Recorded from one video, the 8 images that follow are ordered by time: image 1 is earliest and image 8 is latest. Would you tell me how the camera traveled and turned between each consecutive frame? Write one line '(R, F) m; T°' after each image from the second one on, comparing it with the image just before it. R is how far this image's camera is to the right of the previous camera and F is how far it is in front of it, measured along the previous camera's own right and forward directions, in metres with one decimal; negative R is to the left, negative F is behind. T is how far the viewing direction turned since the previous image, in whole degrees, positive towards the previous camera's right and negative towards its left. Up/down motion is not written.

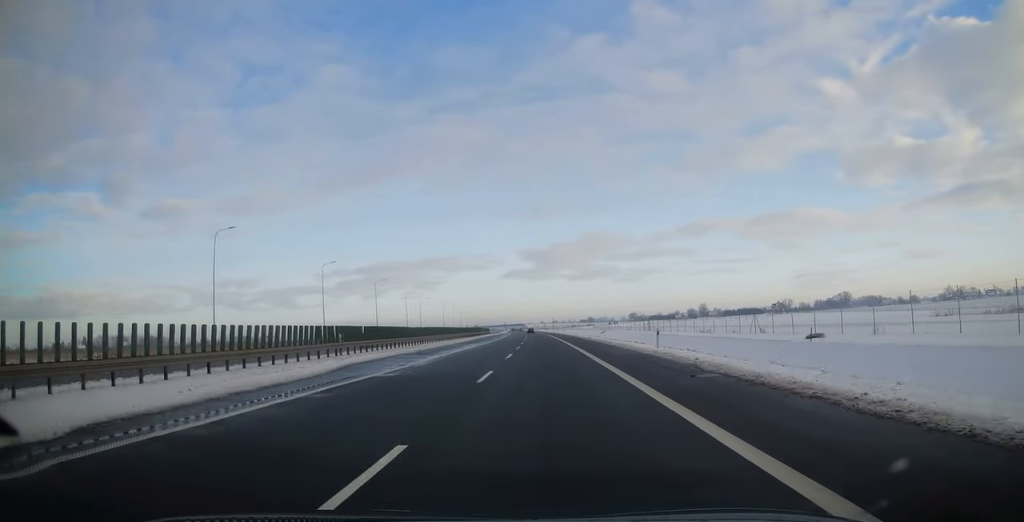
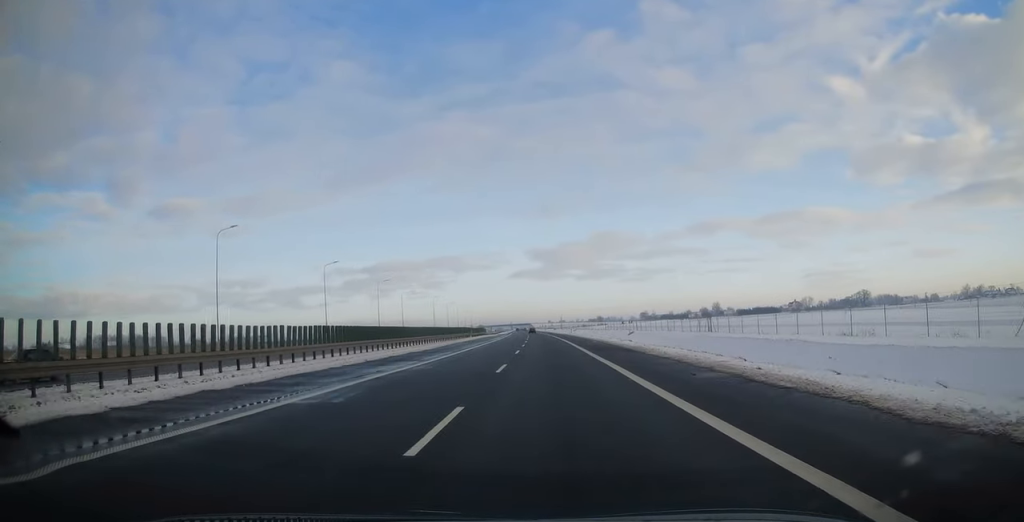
(-0.1, +32.3) m; 0°
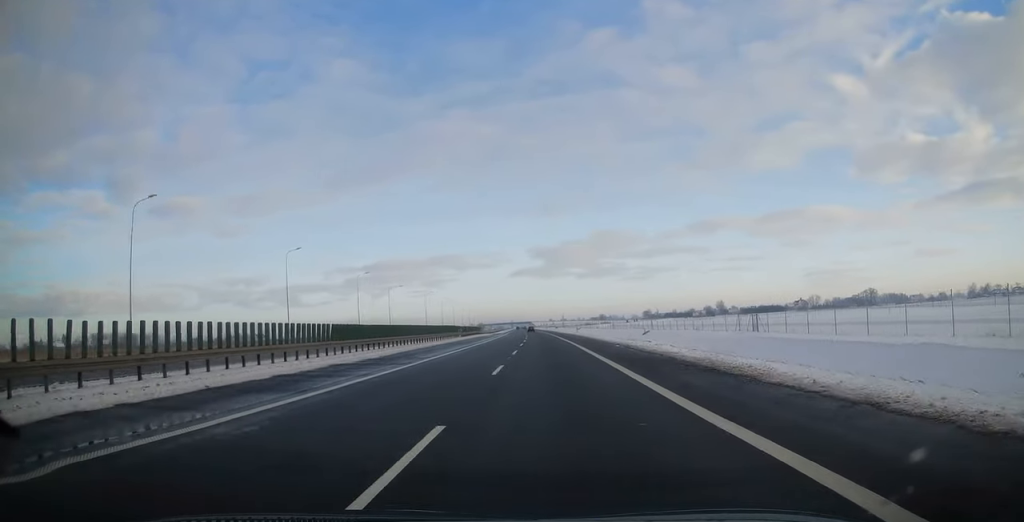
(0.0, +14.2) m; 0°
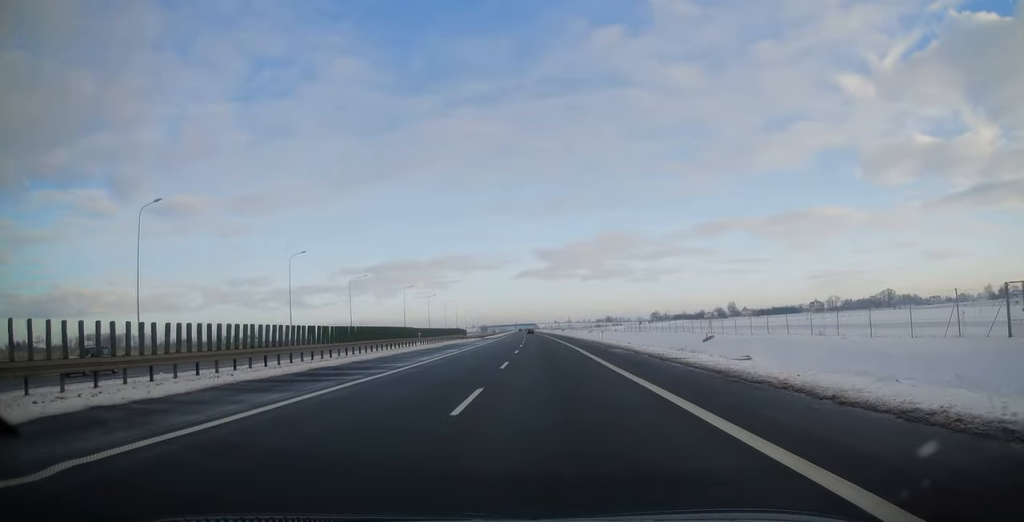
(-0.1, +31.3) m; -1°
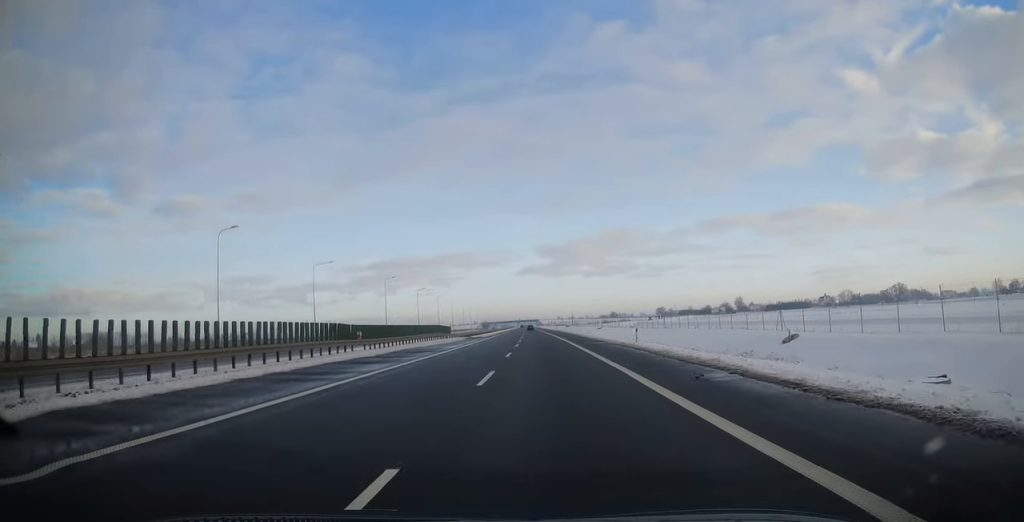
(-0.1, +18.8) m; 0°
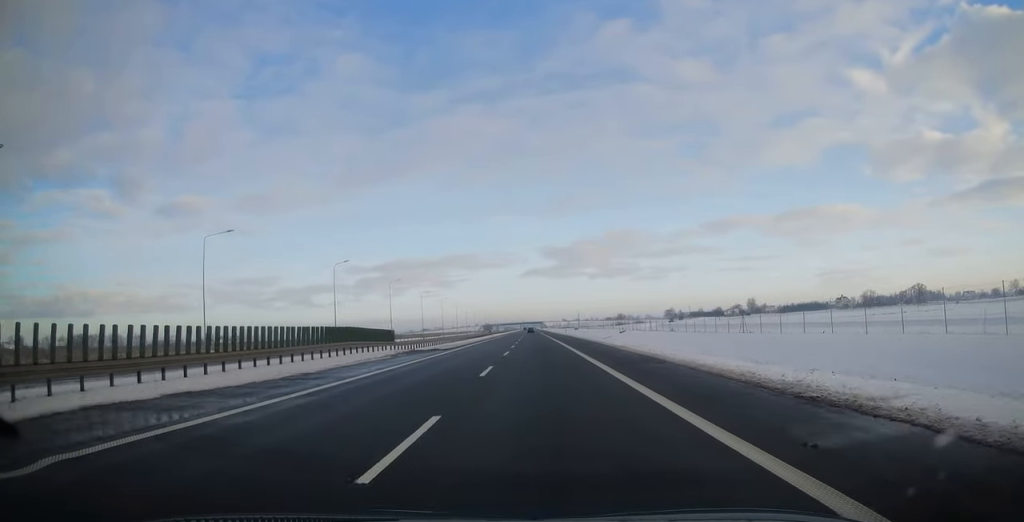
(-0.1, +32.2) m; 0°
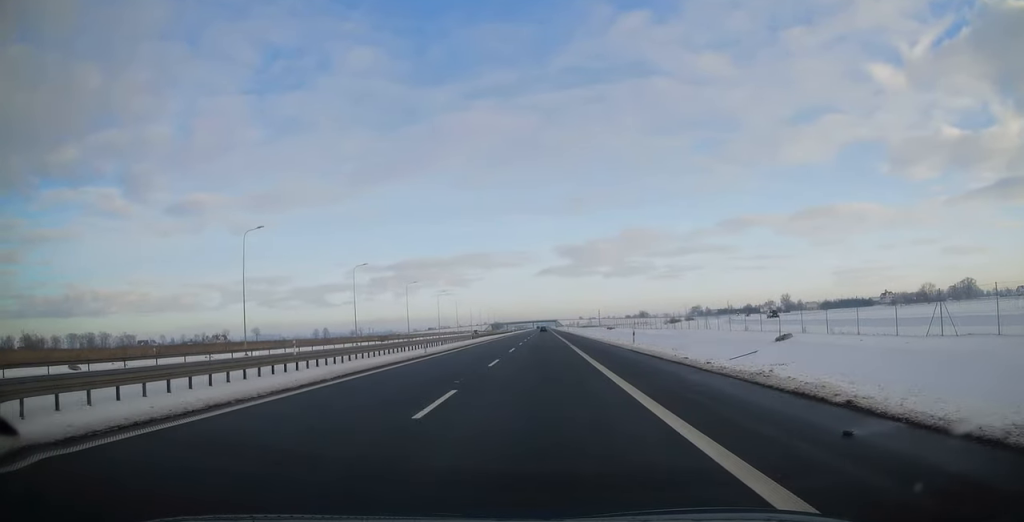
(-1.1, +67.4) m; -1°
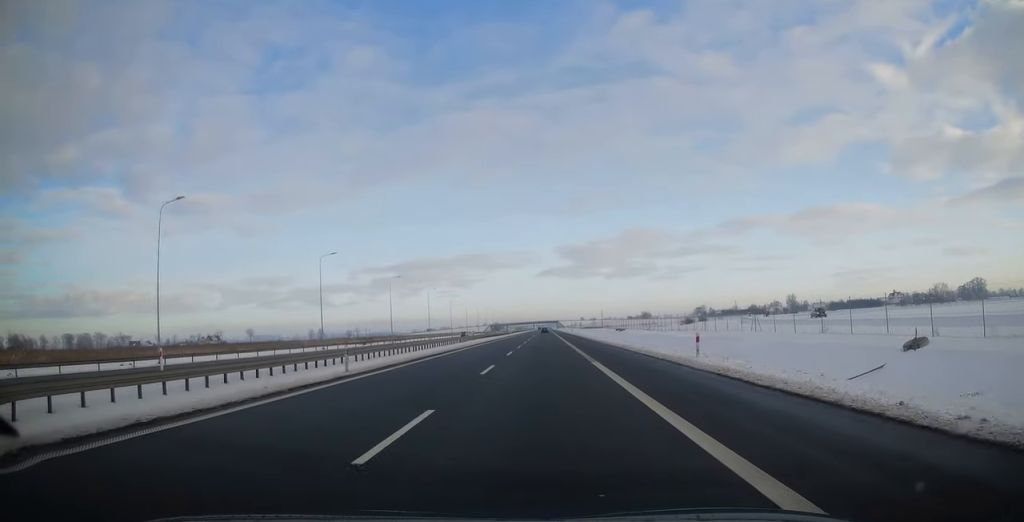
(+0.1, +14.9) m; 0°
